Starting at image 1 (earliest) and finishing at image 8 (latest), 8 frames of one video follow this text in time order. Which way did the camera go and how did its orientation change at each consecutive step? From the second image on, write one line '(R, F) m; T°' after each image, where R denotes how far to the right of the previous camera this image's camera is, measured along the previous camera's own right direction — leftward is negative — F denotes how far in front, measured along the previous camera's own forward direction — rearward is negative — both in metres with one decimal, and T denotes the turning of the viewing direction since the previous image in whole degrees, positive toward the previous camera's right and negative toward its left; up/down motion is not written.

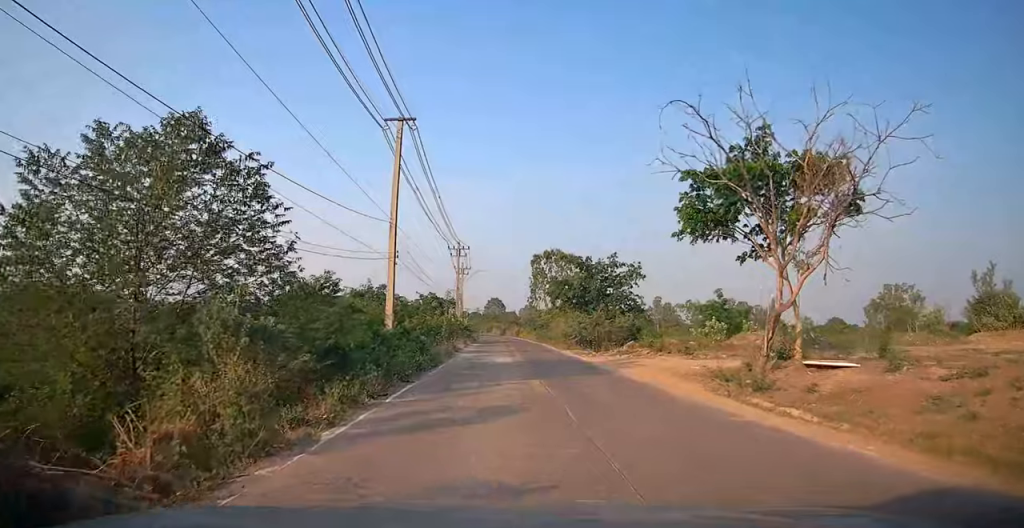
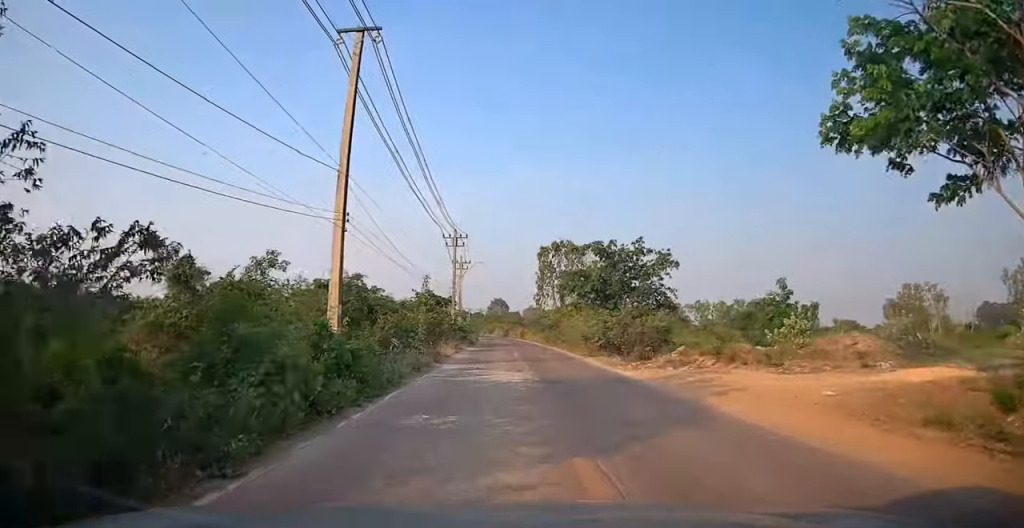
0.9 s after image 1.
(+0.3, +8.6) m; +1°
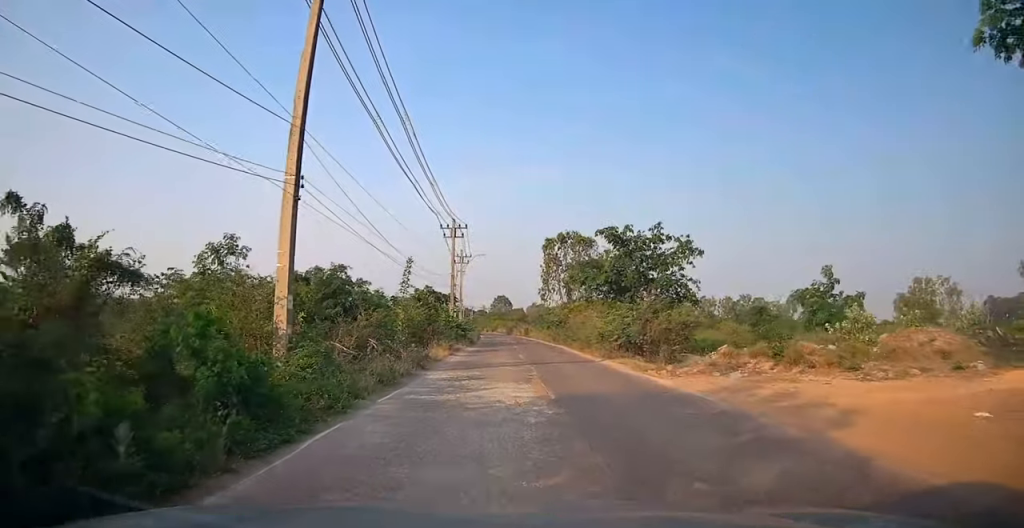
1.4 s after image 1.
(+0.2, +4.3) m; 0°
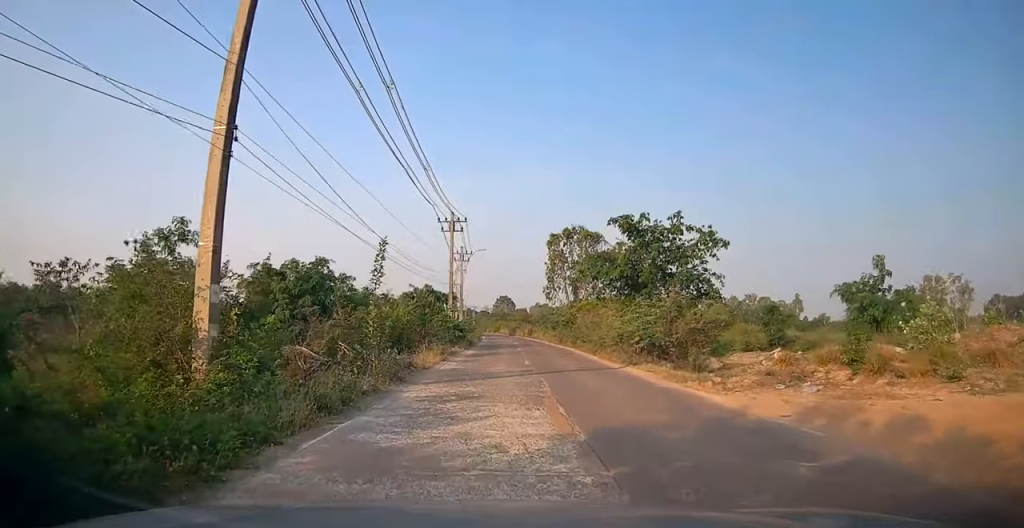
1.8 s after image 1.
(-0.2, +3.7) m; -1°
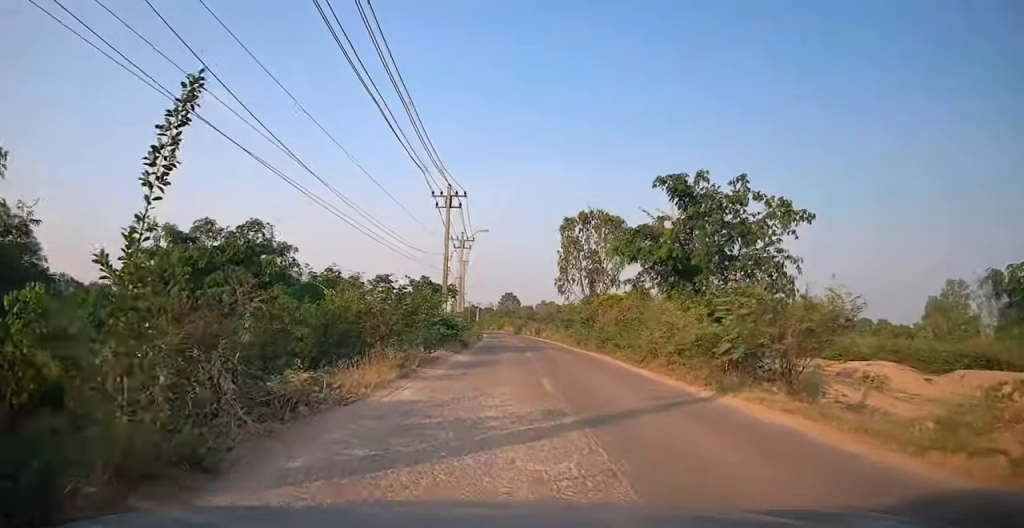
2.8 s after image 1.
(-0.2, +8.4) m; 0°
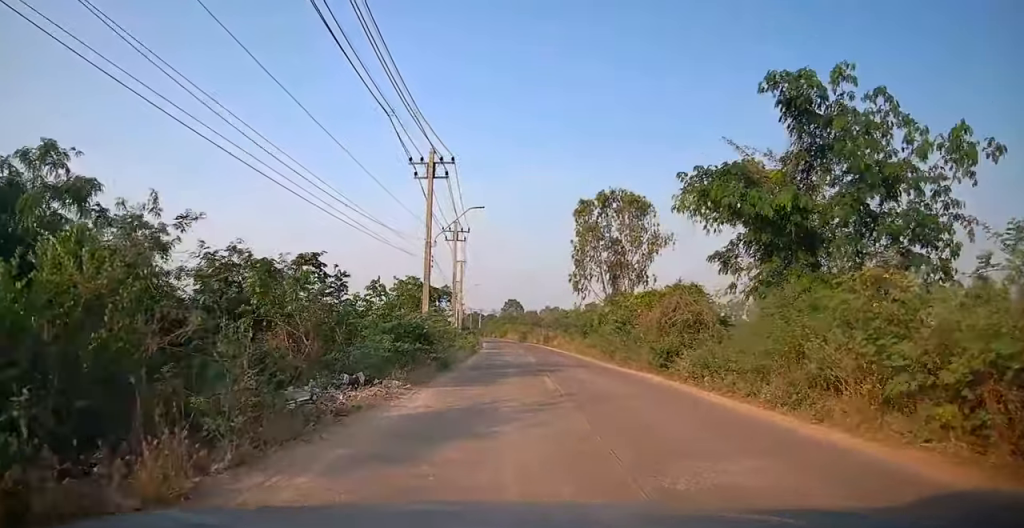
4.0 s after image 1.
(+0.3, +10.3) m; +1°
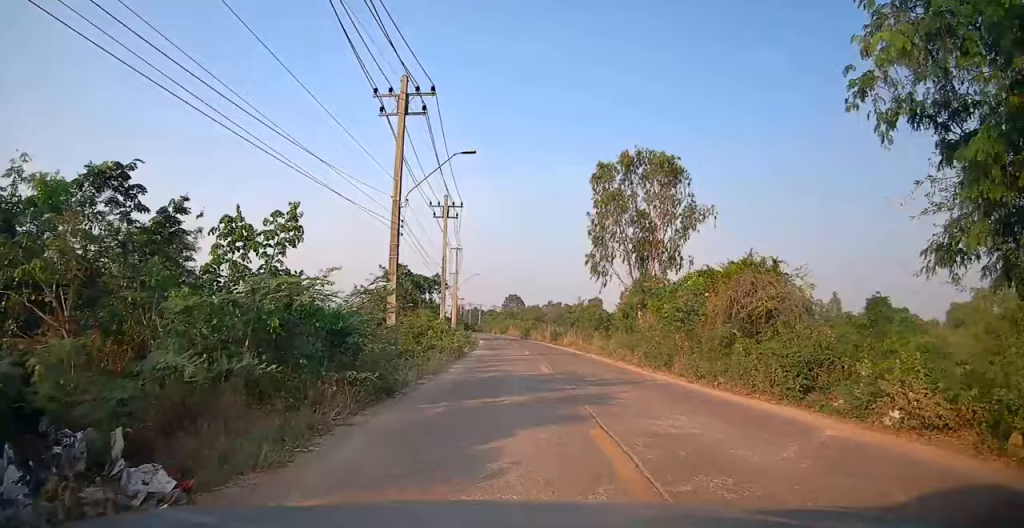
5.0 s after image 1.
(-0.1, +8.7) m; -2°
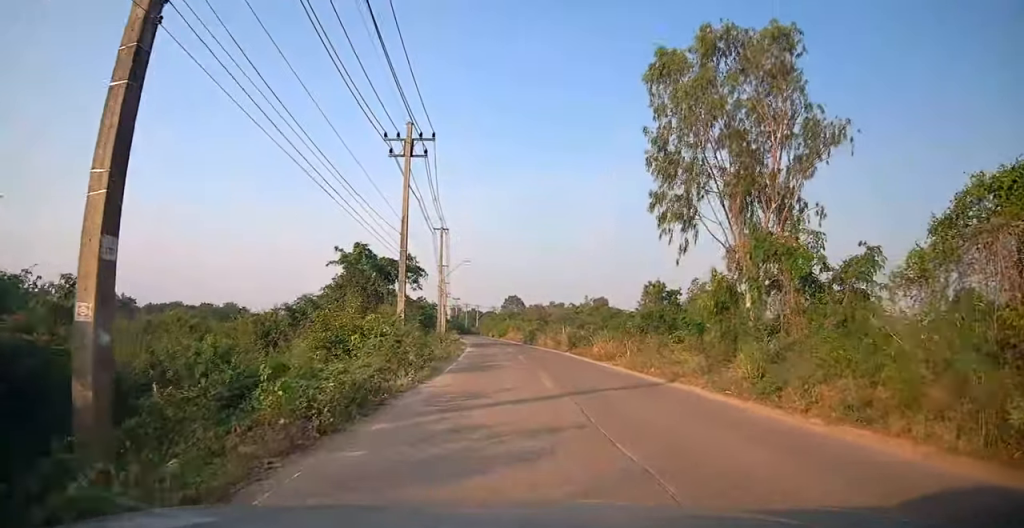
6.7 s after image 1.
(-0.6, +15.3) m; -2°
